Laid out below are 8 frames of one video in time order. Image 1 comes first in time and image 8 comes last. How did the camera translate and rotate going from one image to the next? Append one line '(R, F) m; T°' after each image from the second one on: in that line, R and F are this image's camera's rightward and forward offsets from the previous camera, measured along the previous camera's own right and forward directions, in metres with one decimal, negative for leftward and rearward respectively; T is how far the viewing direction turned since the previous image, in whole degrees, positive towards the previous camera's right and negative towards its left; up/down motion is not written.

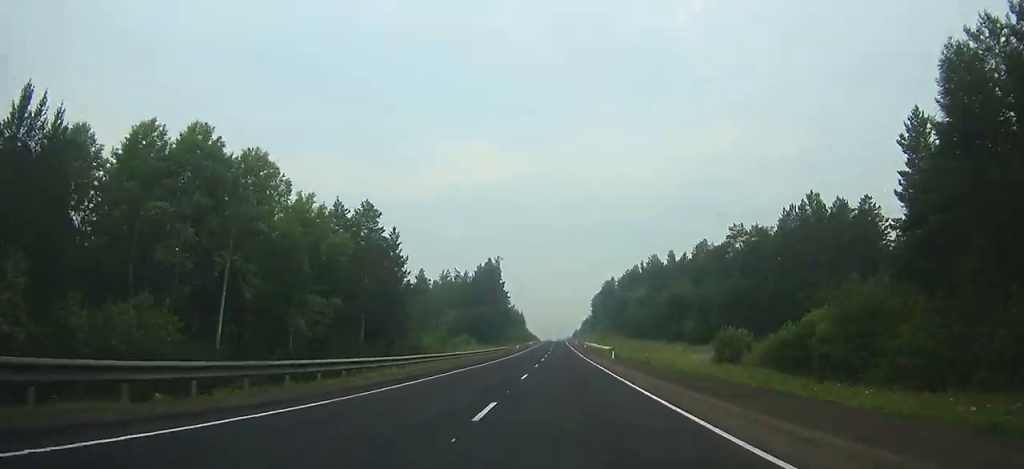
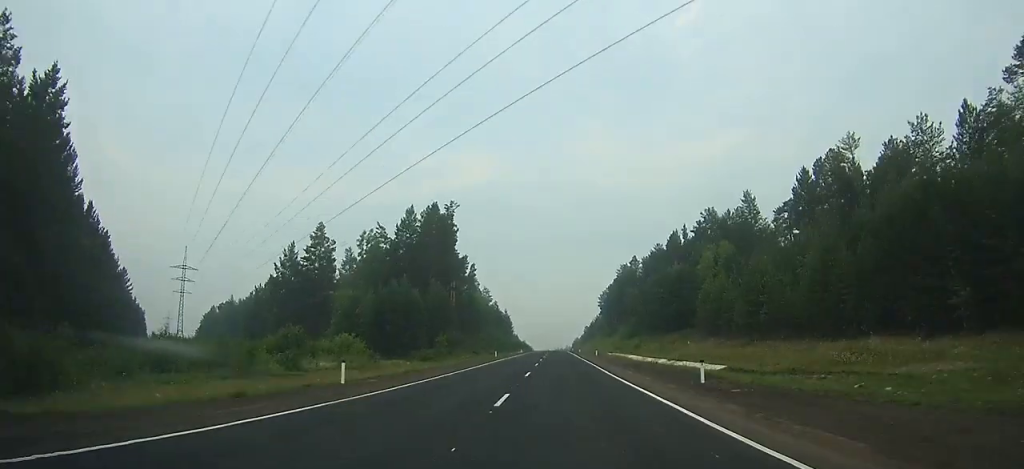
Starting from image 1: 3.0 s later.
(+0.1, +78.9) m; 0°
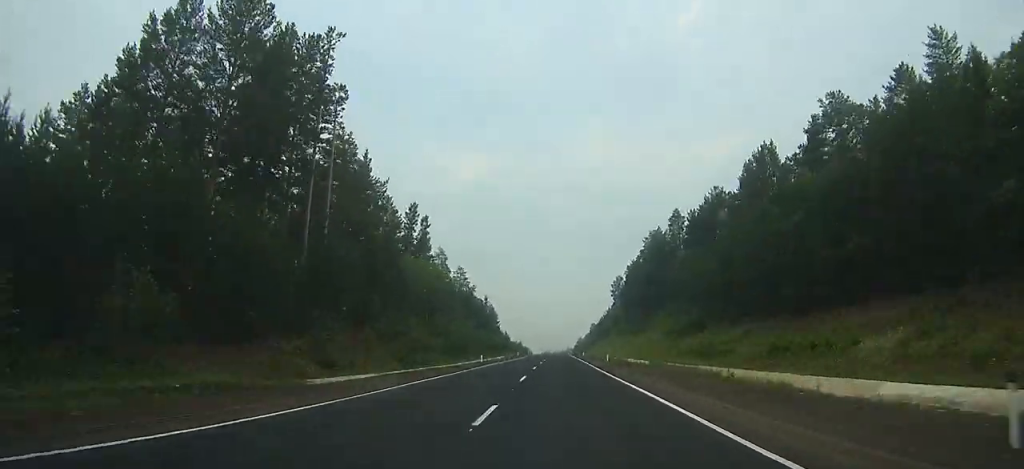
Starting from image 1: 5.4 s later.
(+0.1, +61.4) m; 0°
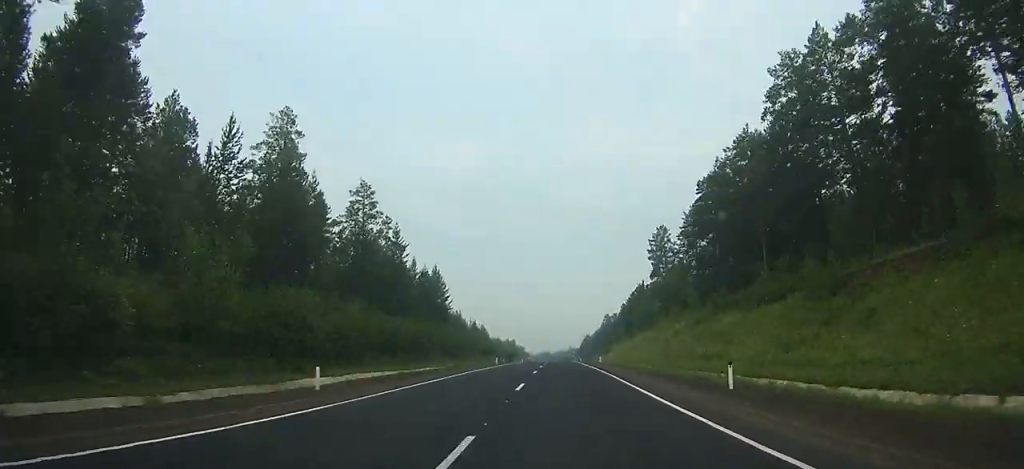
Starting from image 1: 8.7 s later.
(-0.1, +84.0) m; 0°
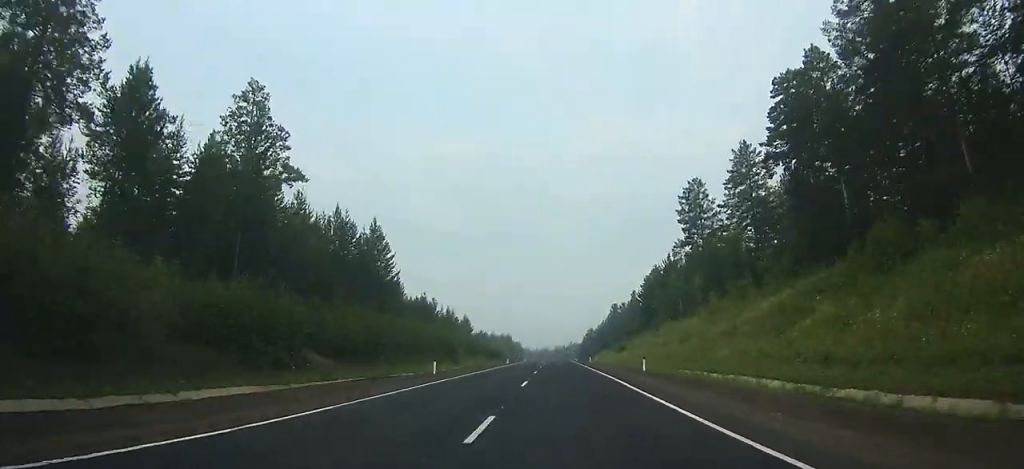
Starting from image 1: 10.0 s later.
(0.0, +34.9) m; 0°
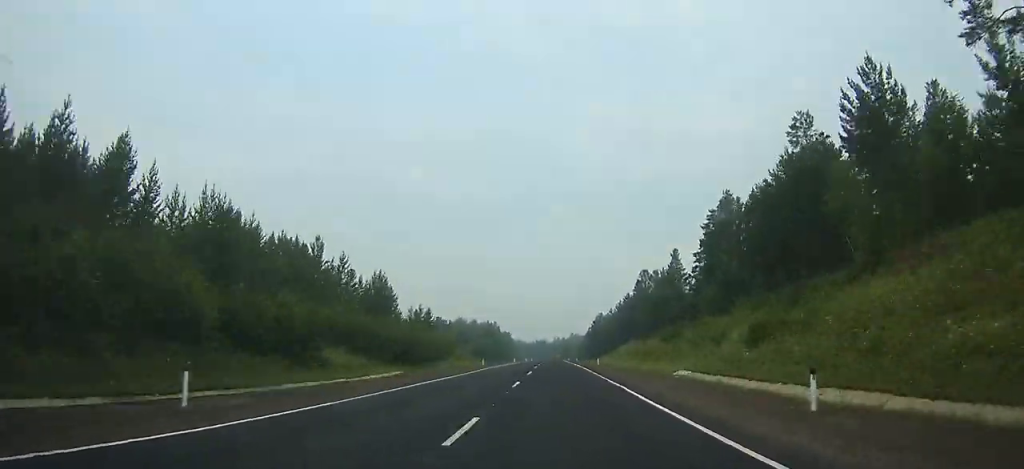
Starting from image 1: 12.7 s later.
(0.0, +72.9) m; 0°
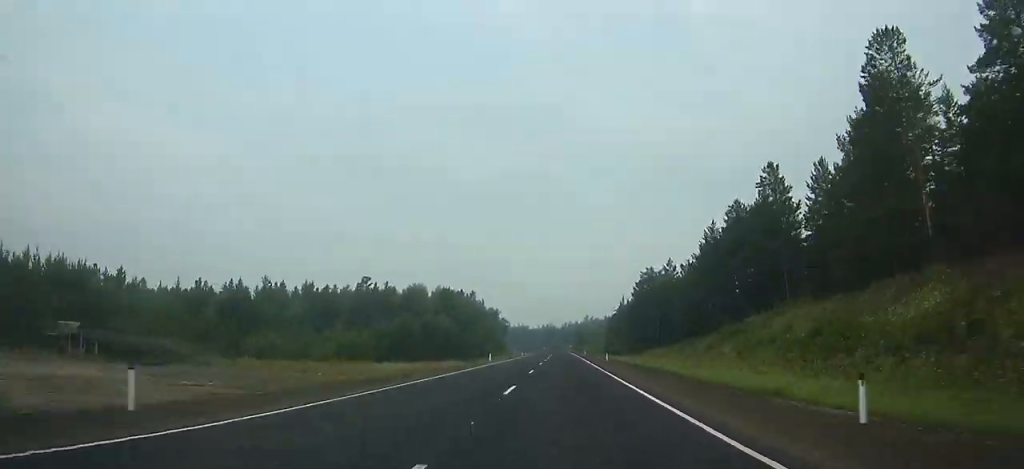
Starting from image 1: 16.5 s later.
(-0.2, +104.1) m; -1°
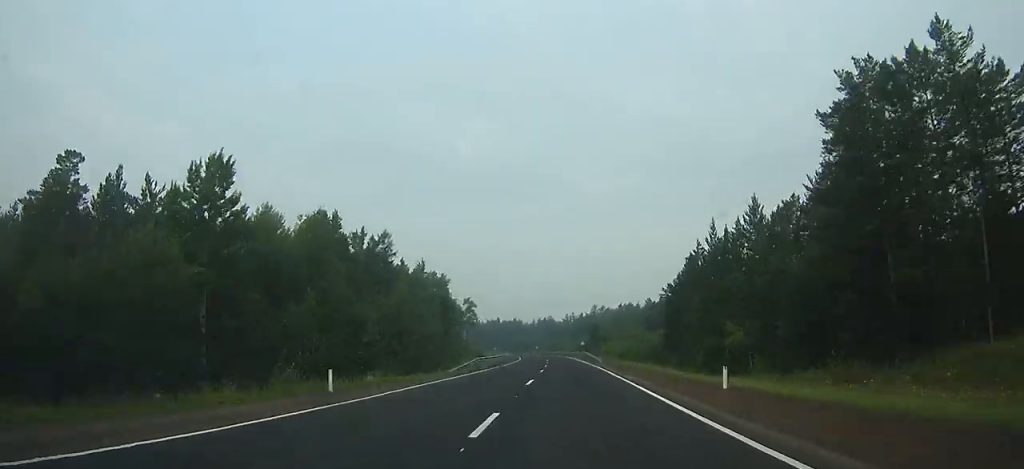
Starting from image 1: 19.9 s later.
(-0.6, +96.6) m; -5°
